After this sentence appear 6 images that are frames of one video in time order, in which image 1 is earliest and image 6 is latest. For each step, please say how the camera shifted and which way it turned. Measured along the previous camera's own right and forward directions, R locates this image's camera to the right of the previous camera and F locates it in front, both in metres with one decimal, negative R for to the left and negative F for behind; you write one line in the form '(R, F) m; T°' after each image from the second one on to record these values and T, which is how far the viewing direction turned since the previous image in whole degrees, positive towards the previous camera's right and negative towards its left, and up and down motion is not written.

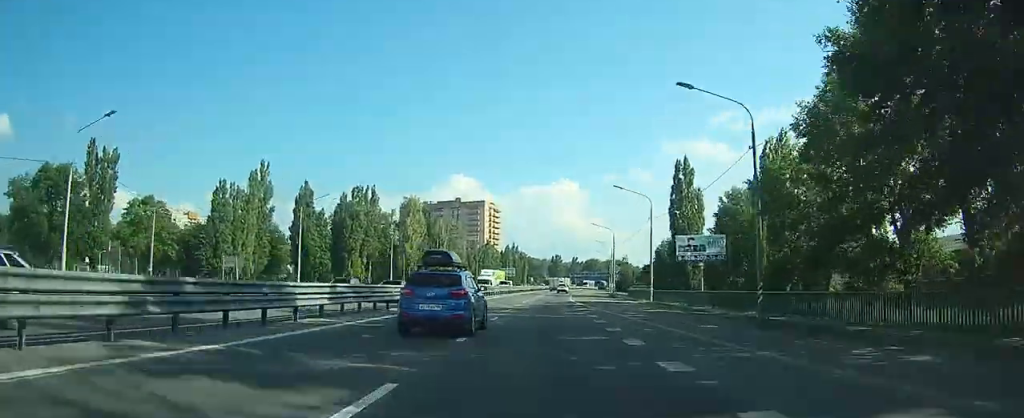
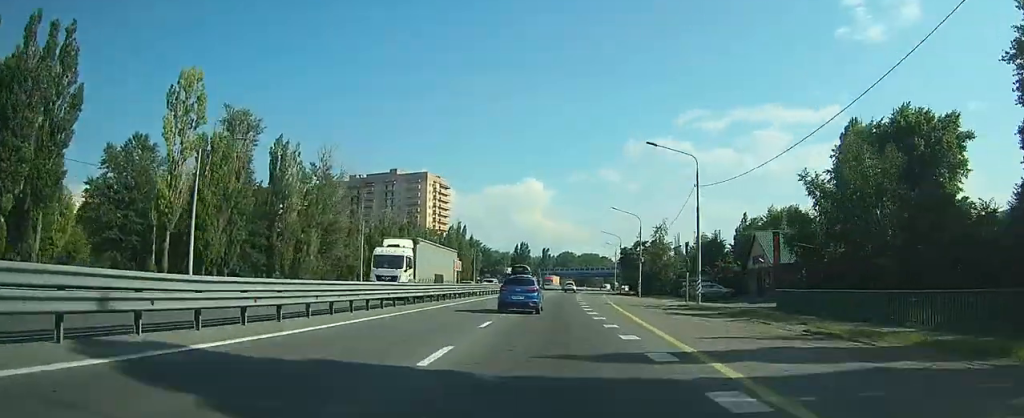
(+2.3, +77.9) m; +4°
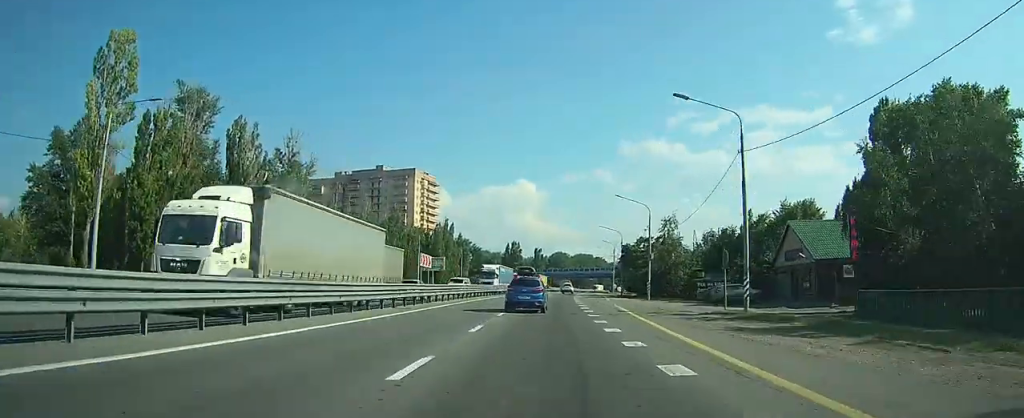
(+0.1, +9.8) m; 0°
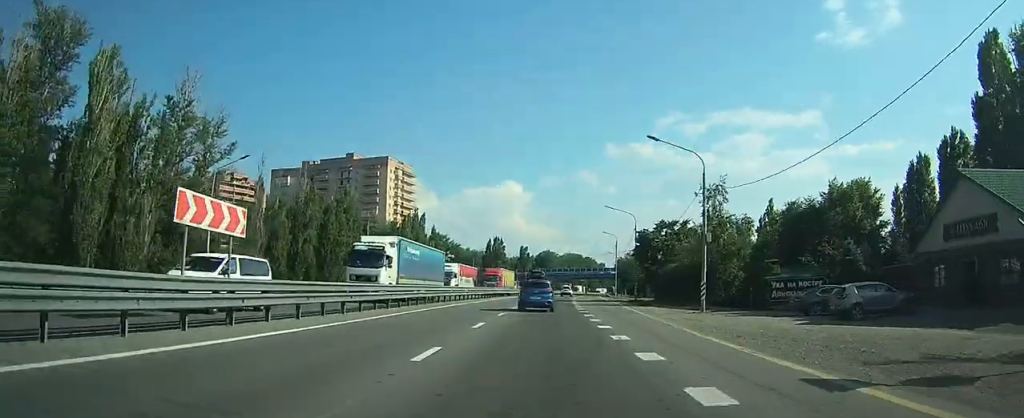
(+0.1, +22.6) m; +1°
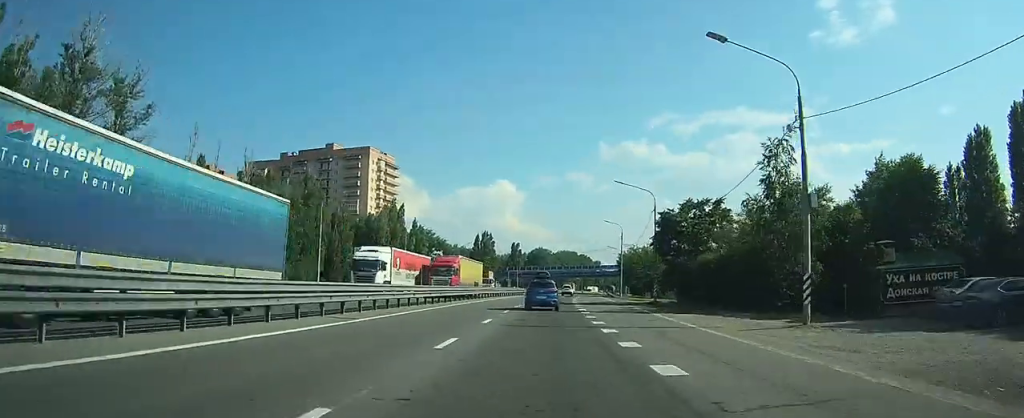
(+0.2, +14.0) m; +1°
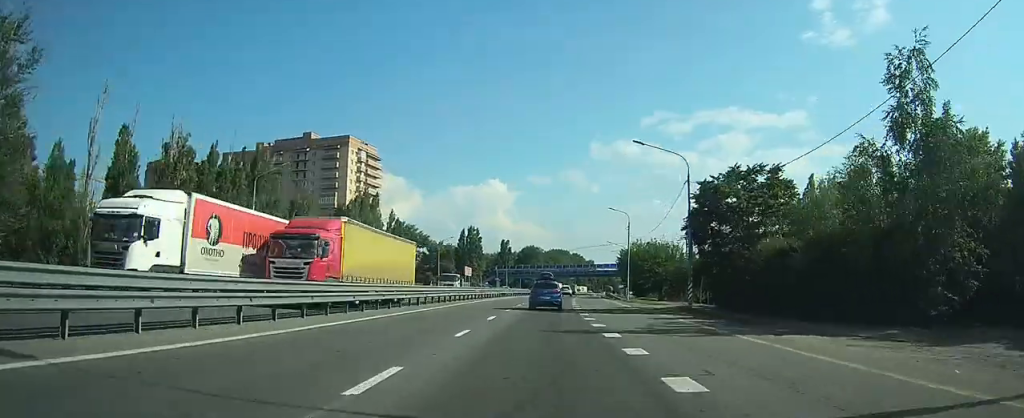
(+0.1, +13.3) m; +1°
